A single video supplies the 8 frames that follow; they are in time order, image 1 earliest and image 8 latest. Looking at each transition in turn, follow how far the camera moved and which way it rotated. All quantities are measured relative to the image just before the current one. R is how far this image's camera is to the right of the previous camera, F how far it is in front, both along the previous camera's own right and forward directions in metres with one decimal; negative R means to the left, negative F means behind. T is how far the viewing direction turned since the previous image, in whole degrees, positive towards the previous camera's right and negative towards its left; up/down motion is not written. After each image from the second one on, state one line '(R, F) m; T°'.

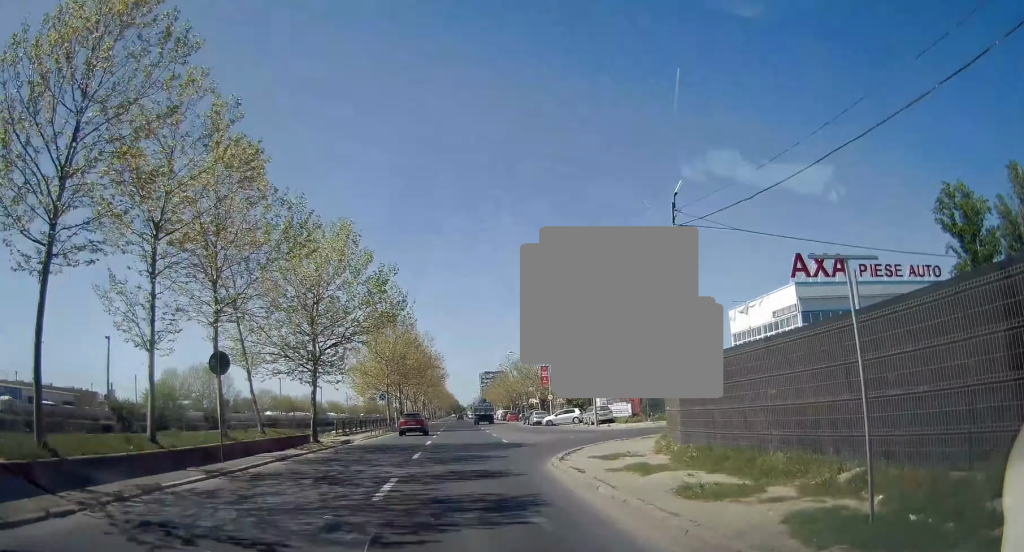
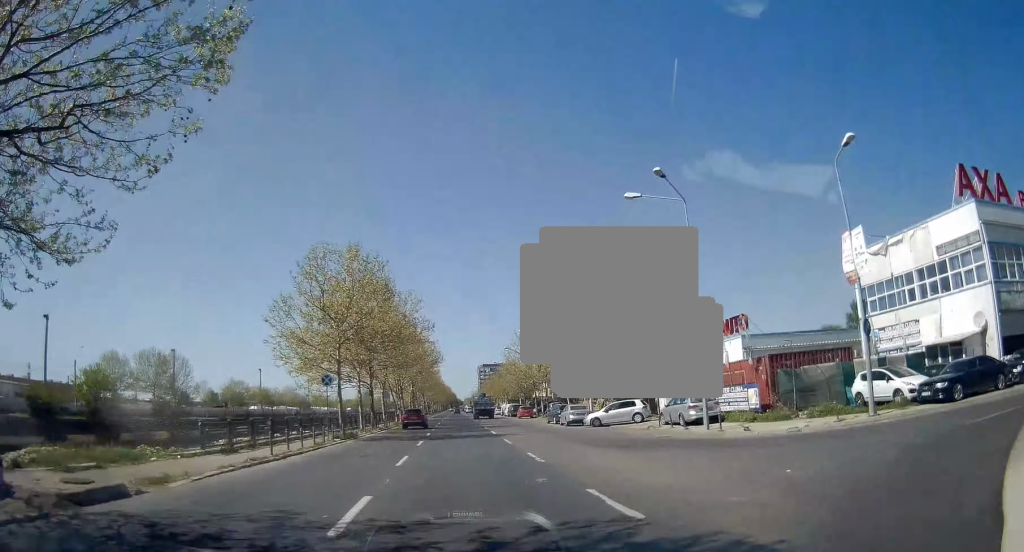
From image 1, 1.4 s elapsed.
(+0.4, +20.1) m; +1°
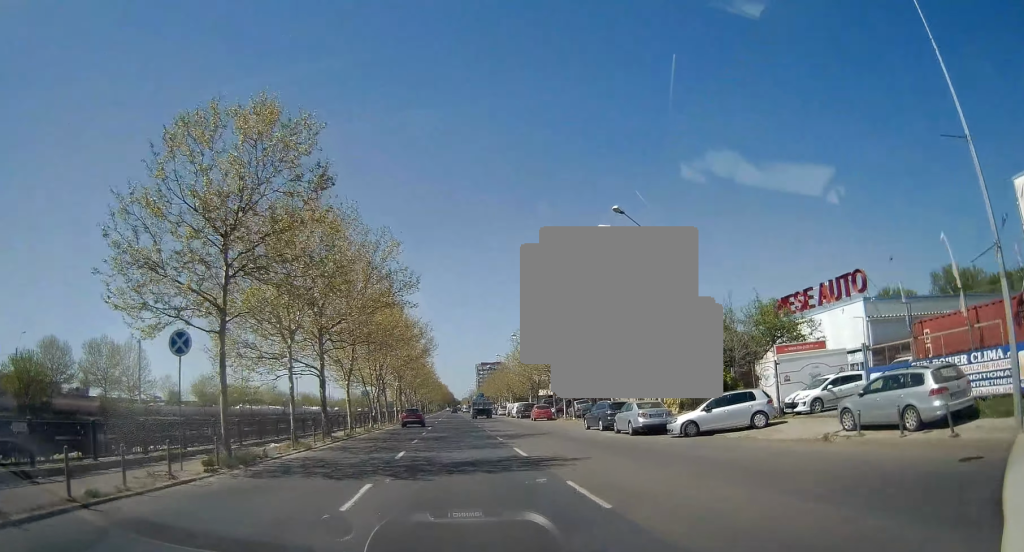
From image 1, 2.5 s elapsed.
(-0.1, +15.5) m; 0°
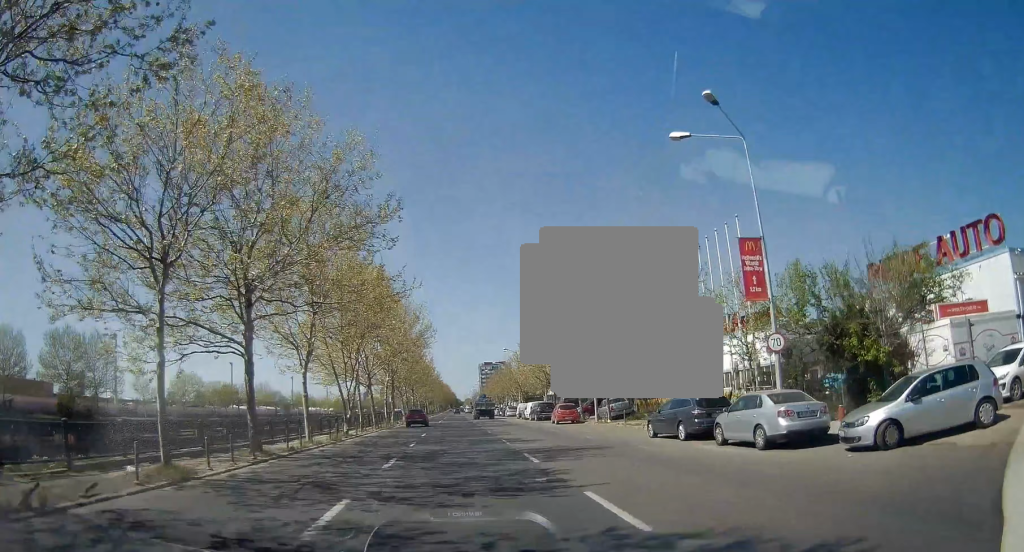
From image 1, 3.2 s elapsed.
(0.0, +10.9) m; 0°
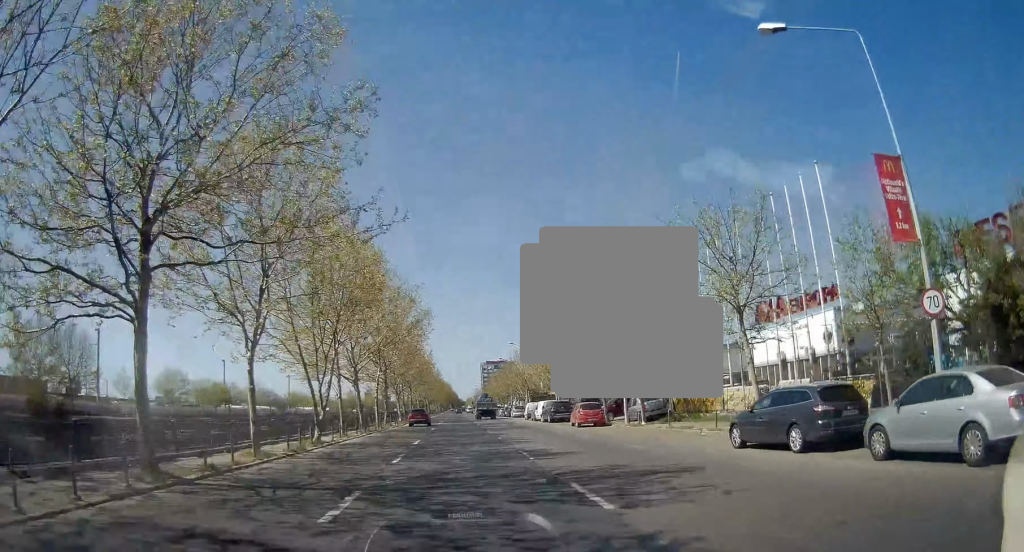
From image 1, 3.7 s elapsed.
(+0.2, +7.0) m; 0°
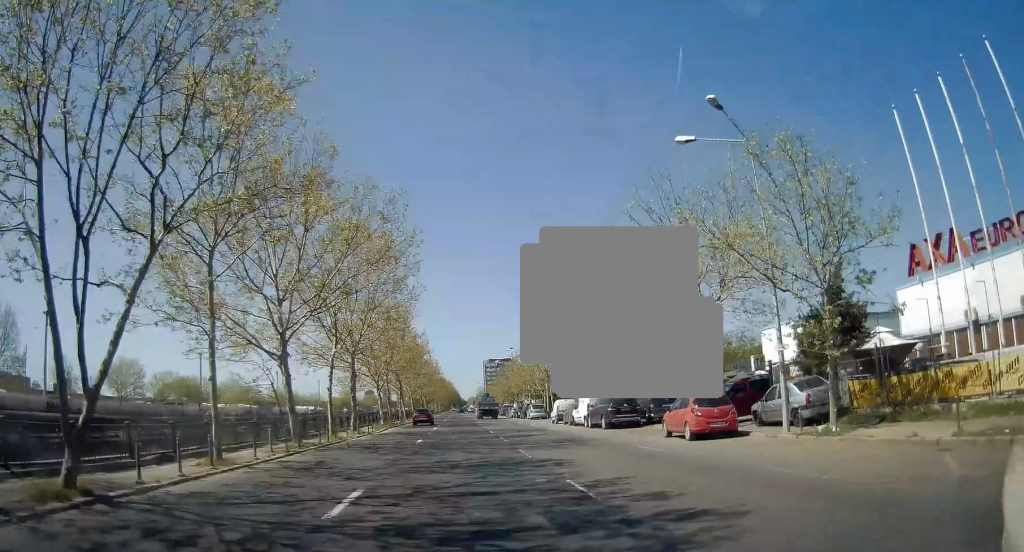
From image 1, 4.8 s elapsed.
(-0.4, +17.2) m; 0°
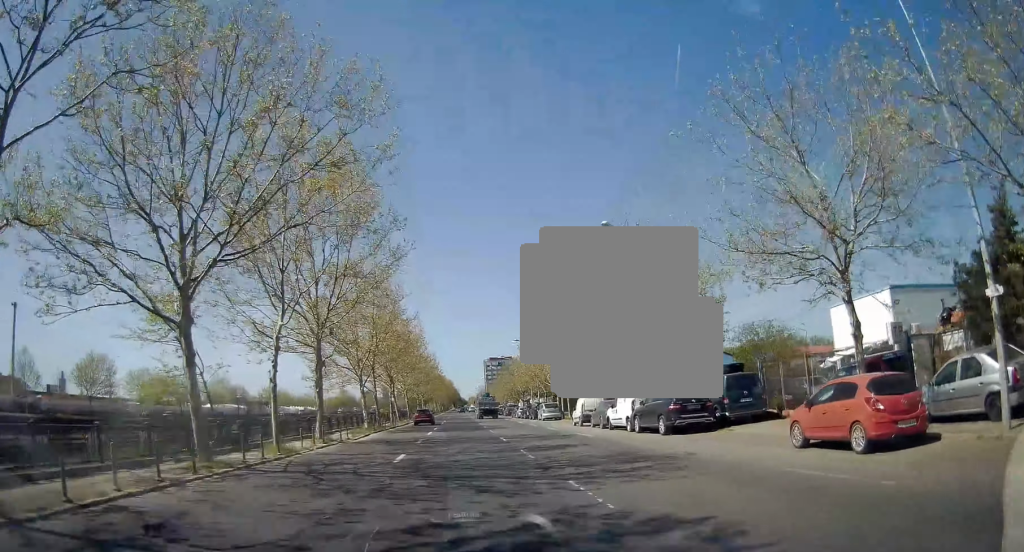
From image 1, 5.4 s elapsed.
(+0.2, +8.8) m; +1°
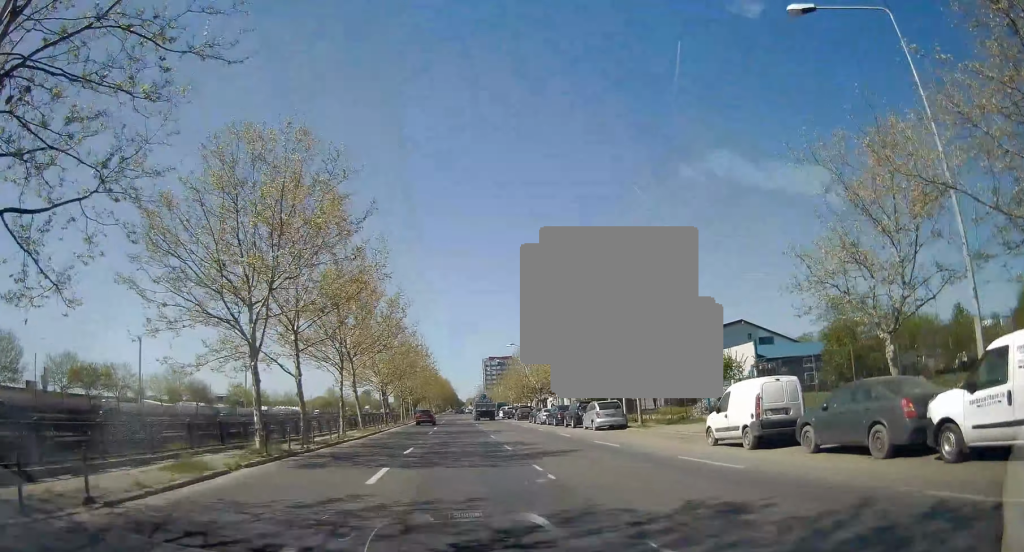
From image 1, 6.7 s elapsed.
(+0.2, +21.7) m; 0°
